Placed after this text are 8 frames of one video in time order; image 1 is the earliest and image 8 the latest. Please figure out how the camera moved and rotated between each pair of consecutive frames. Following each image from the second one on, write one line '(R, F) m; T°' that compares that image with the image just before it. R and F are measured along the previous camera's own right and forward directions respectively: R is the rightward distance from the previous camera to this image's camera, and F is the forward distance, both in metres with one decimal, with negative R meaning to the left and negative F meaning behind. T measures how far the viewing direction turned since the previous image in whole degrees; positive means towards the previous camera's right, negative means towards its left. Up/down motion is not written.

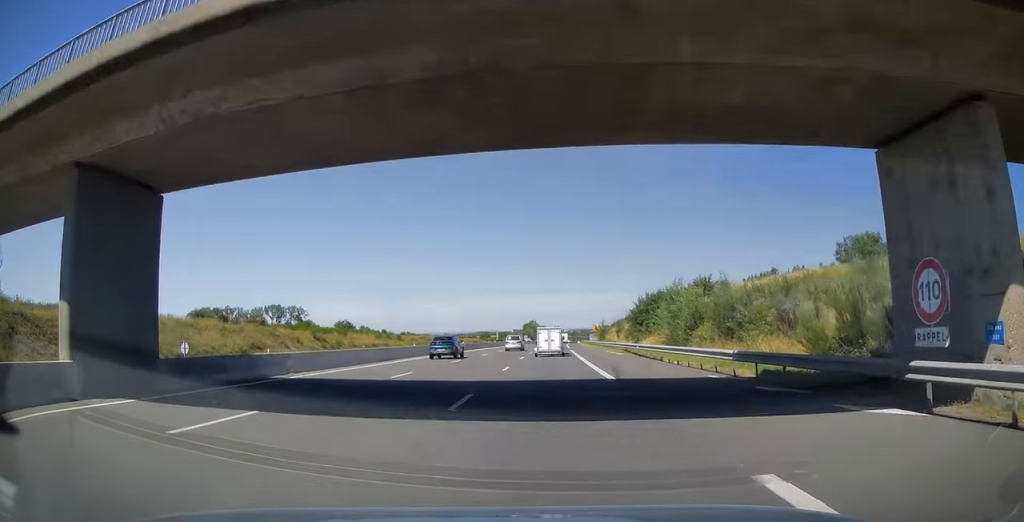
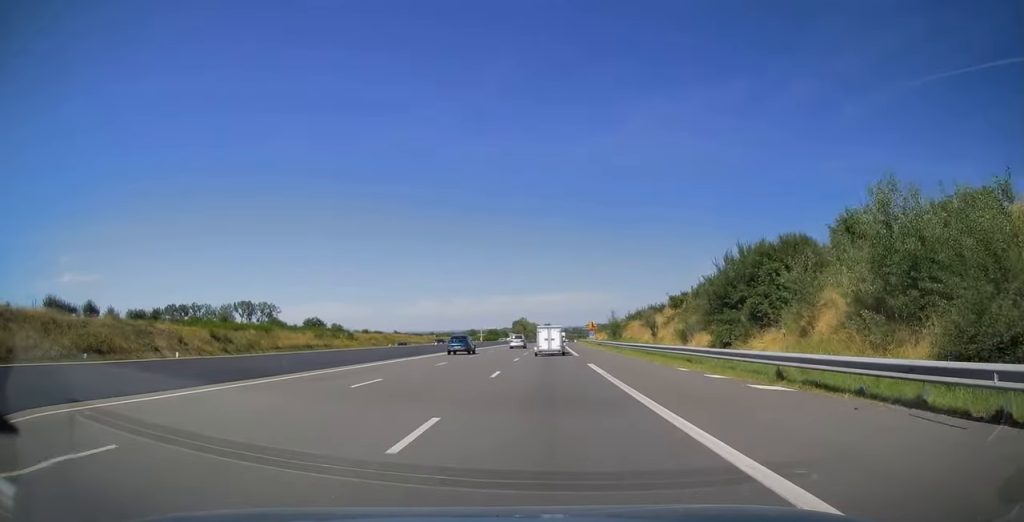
(+0.3, +30.4) m; +1°
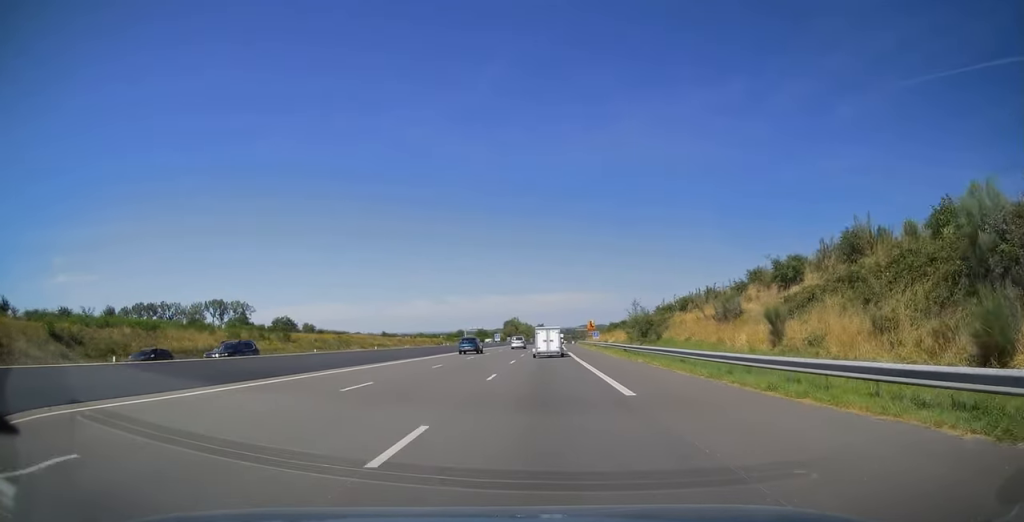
(+0.2, +26.7) m; +1°
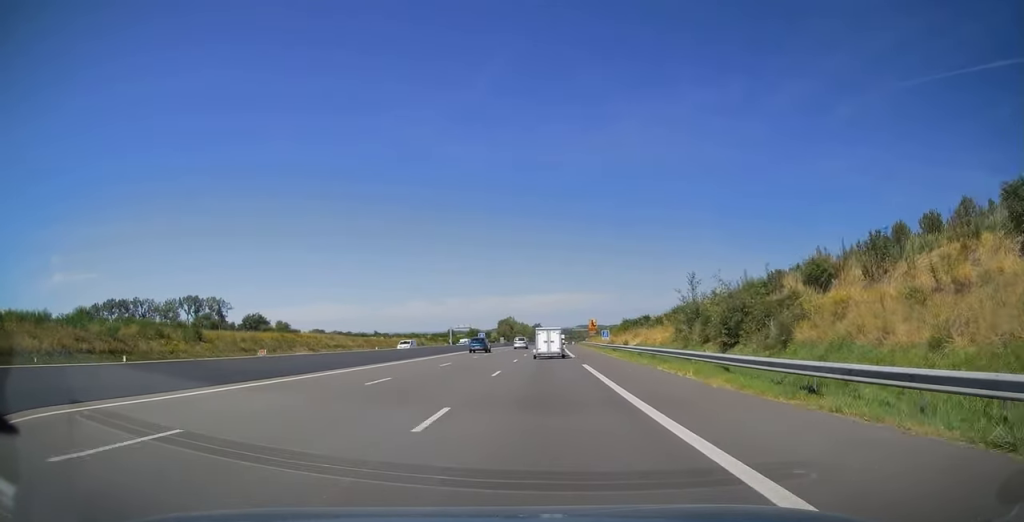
(+0.2, +23.6) m; +1°
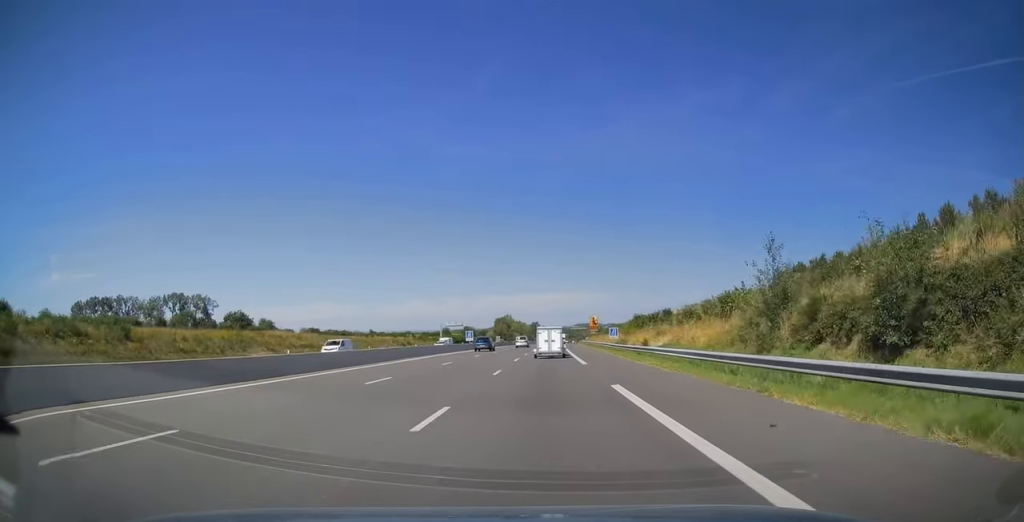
(+0.1, +13.1) m; 0°
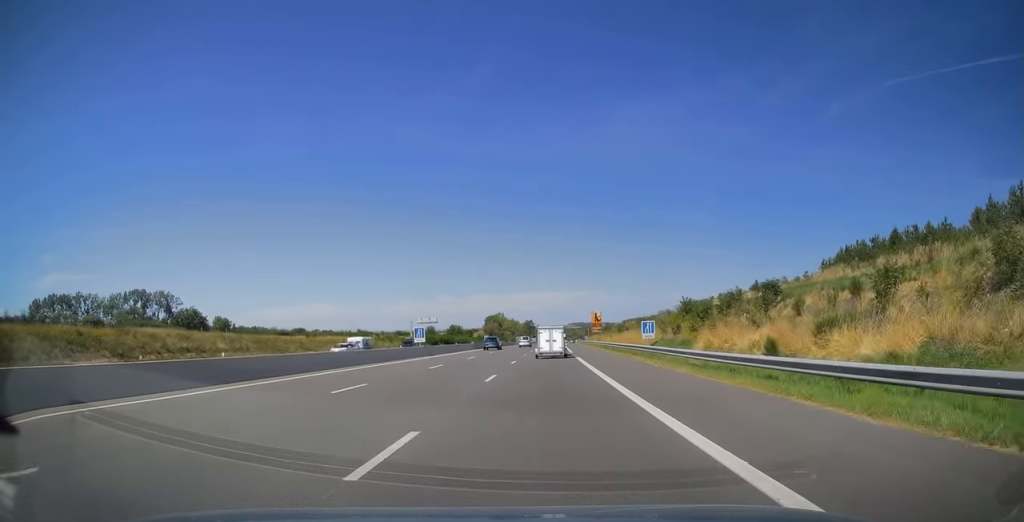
(-0.1, +29.4) m; 0°
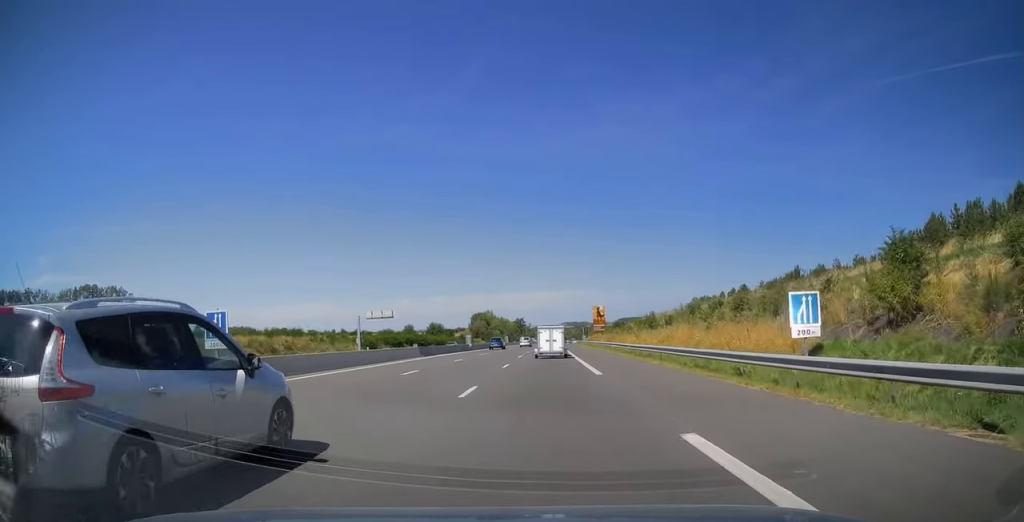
(+0.3, +31.3) m; +1°
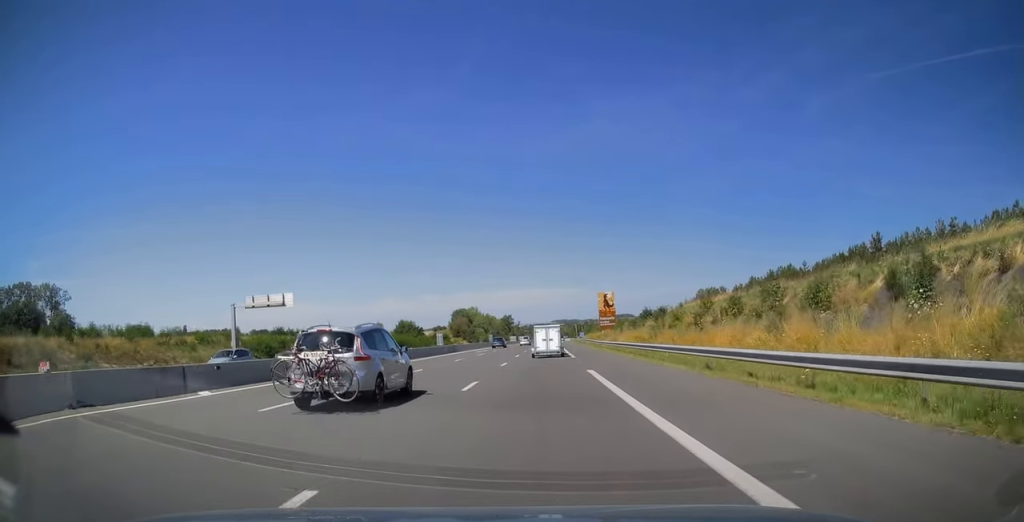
(+0.1, +37.4) m; +1°
